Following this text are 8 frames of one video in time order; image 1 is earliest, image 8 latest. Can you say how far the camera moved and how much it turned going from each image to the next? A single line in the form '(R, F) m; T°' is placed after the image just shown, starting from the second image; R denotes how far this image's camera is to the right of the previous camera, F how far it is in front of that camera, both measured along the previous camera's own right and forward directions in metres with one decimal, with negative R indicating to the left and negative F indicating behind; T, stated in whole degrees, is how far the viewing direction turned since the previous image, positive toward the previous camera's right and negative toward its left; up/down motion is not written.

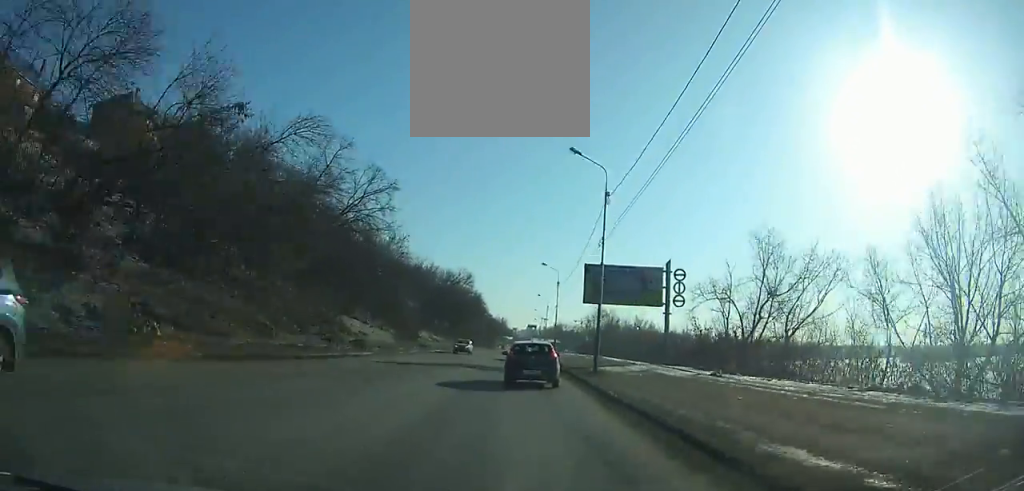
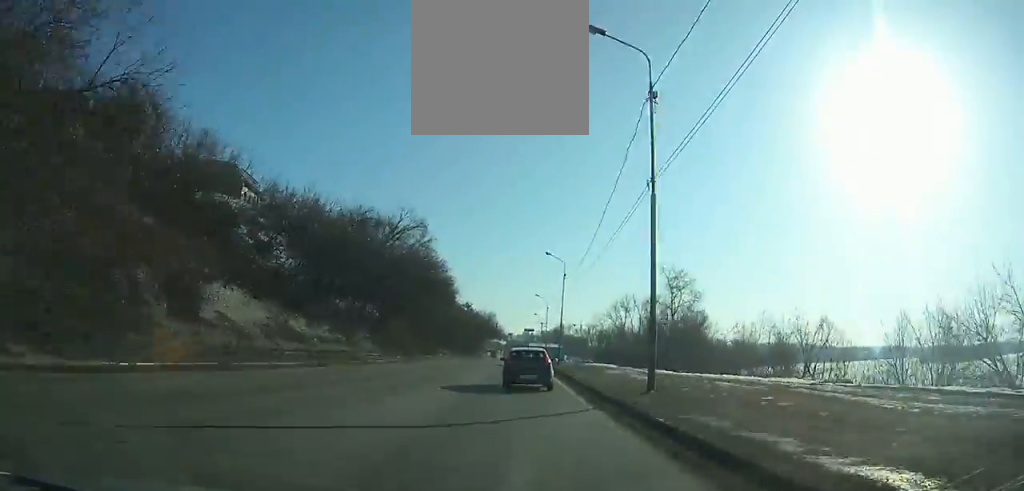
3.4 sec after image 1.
(0.0, +54.9) m; 0°
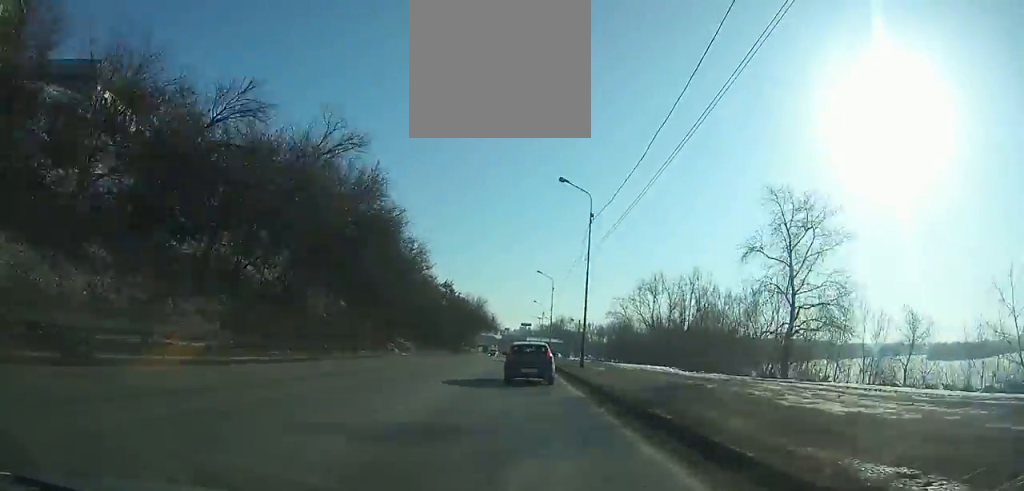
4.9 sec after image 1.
(+0.1, +24.4) m; 0°
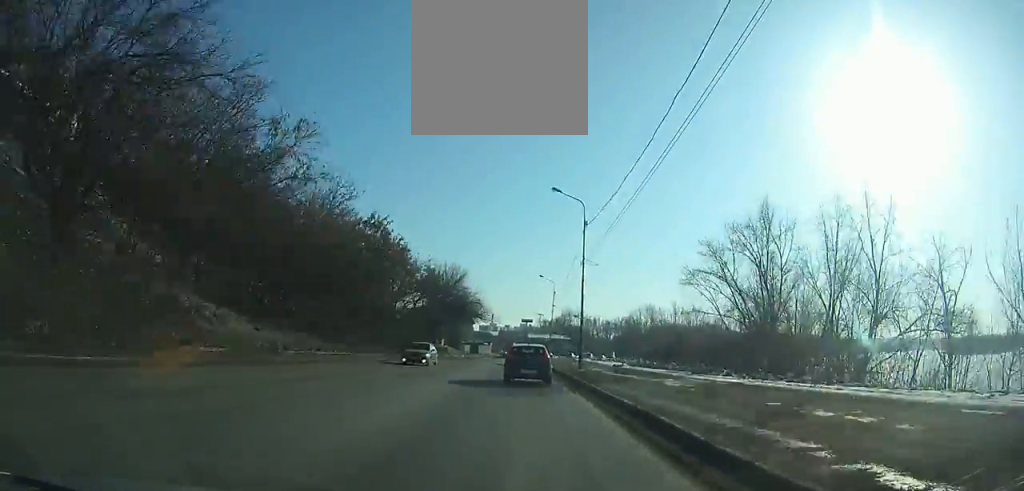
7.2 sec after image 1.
(+0.1, +37.6) m; 0°
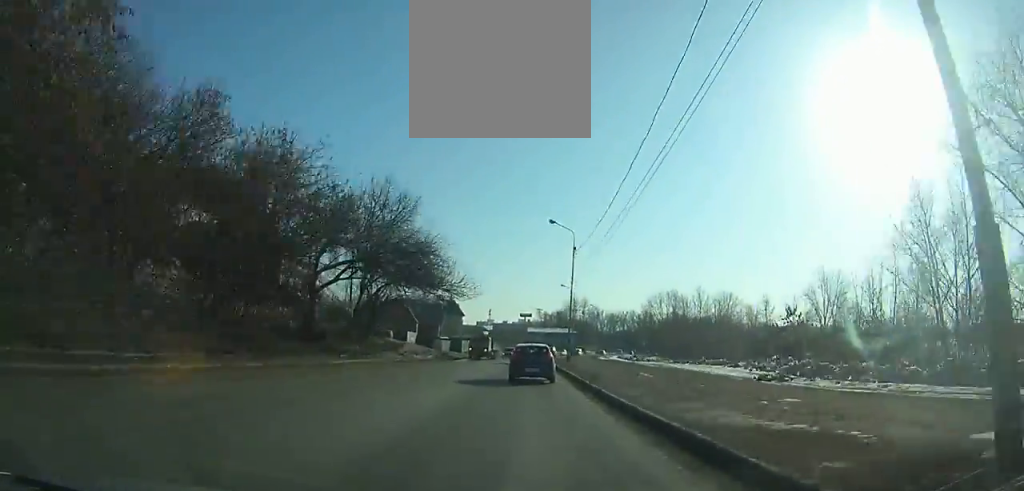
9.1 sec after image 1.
(+0.1, +31.0) m; +1°
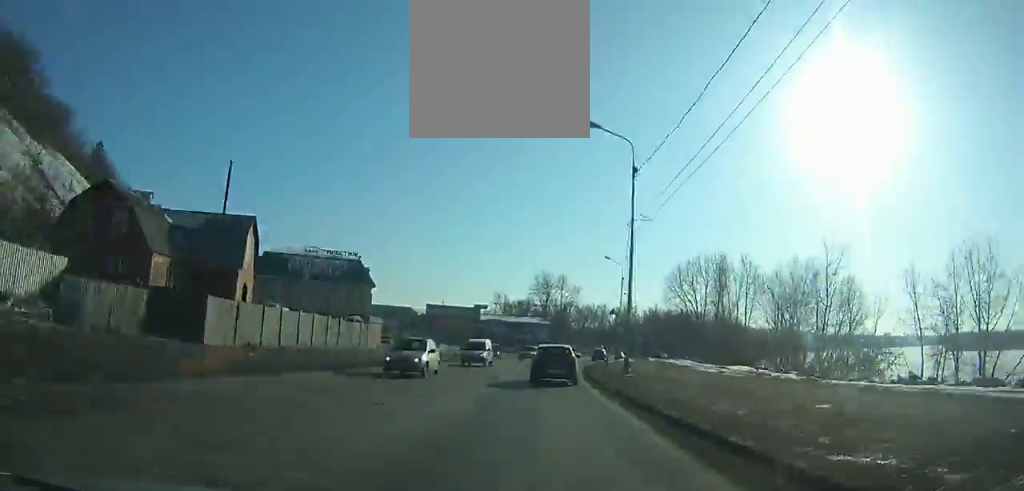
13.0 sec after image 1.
(+2.8, +62.4) m; +7°
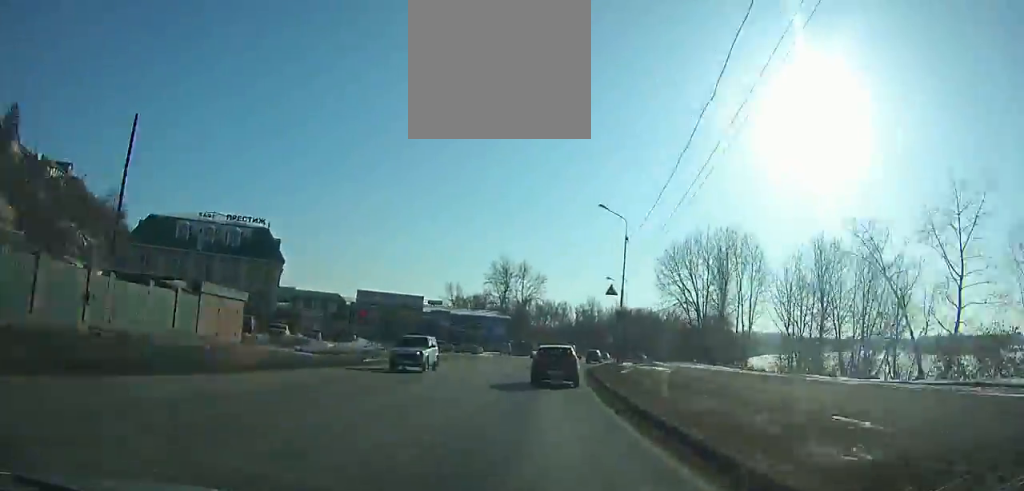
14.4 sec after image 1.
(+0.2, +22.0) m; +3°
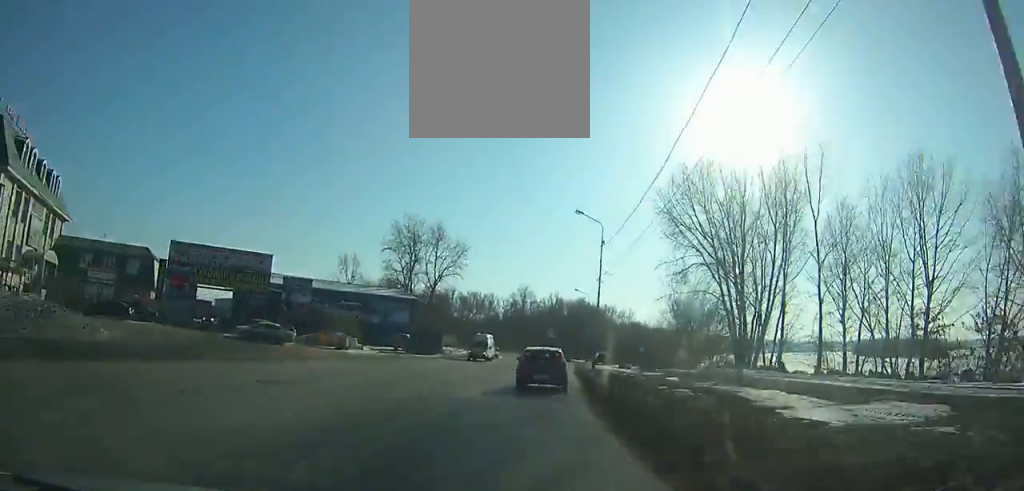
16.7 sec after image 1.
(+1.9, +35.1) m; +4°
